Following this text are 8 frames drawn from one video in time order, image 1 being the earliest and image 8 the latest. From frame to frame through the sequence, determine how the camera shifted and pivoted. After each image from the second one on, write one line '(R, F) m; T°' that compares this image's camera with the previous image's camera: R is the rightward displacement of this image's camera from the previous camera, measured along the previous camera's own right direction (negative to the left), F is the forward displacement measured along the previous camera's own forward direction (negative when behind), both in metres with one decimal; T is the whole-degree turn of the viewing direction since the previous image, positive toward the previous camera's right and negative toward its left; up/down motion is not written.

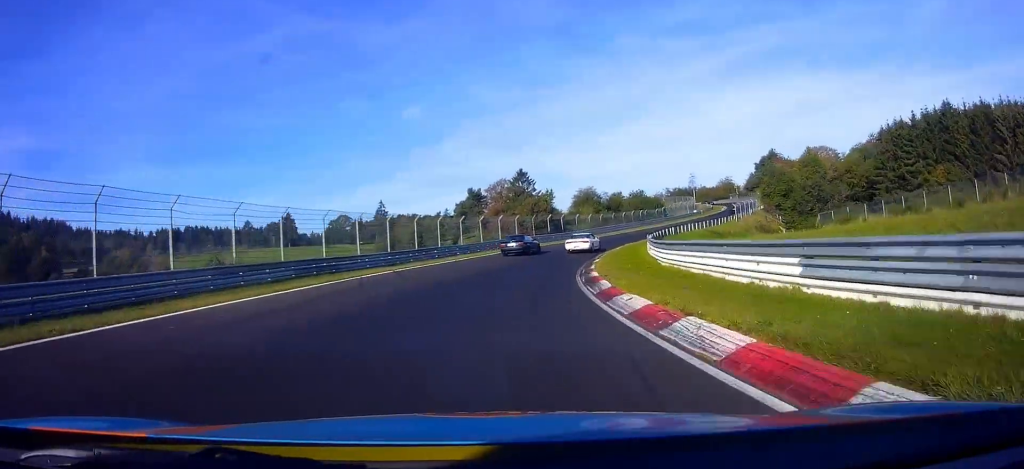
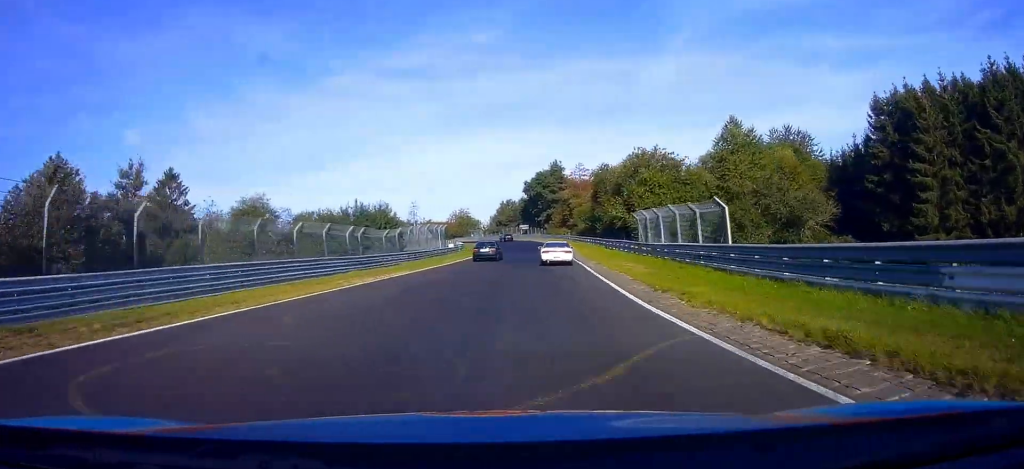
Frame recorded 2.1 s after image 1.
(+7.4, +84.2) m; +15°
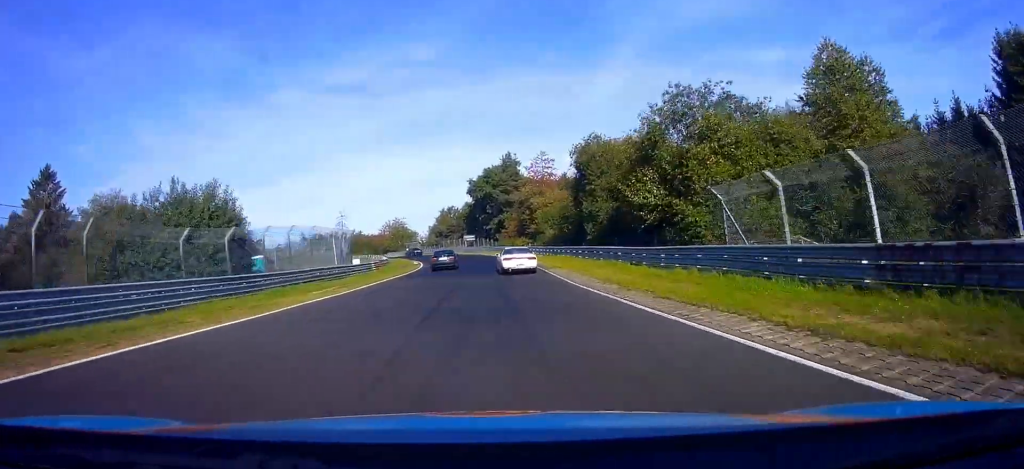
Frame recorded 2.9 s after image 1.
(+1.9, +27.4) m; +9°
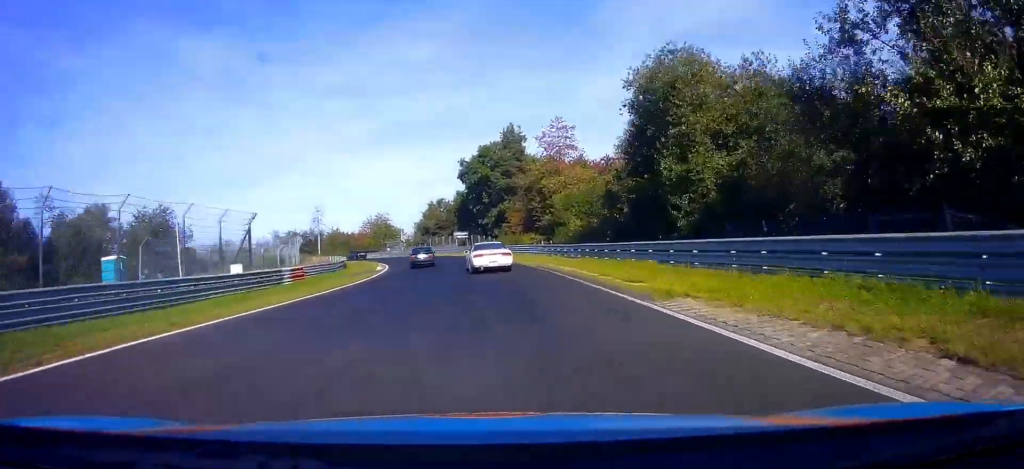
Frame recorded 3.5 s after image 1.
(+1.0, +21.7) m; +7°
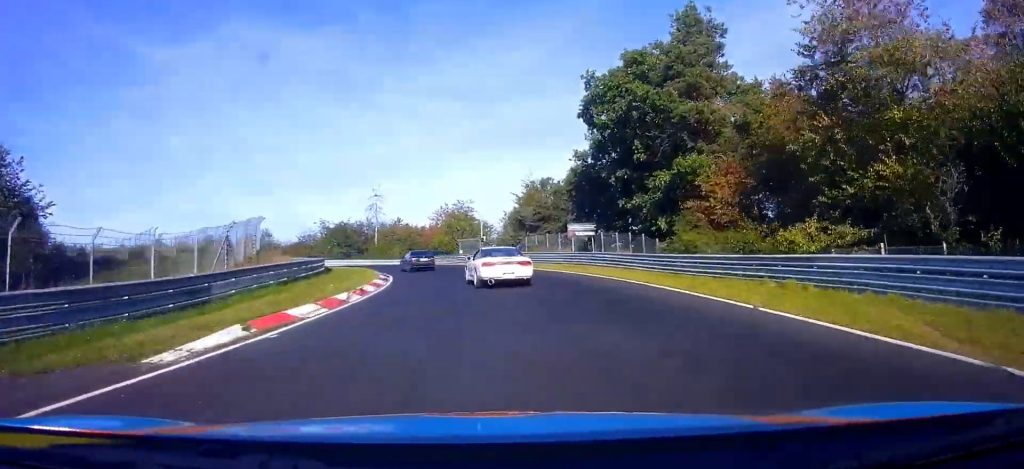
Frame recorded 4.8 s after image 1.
(+5.6, +39.3) m; +15°
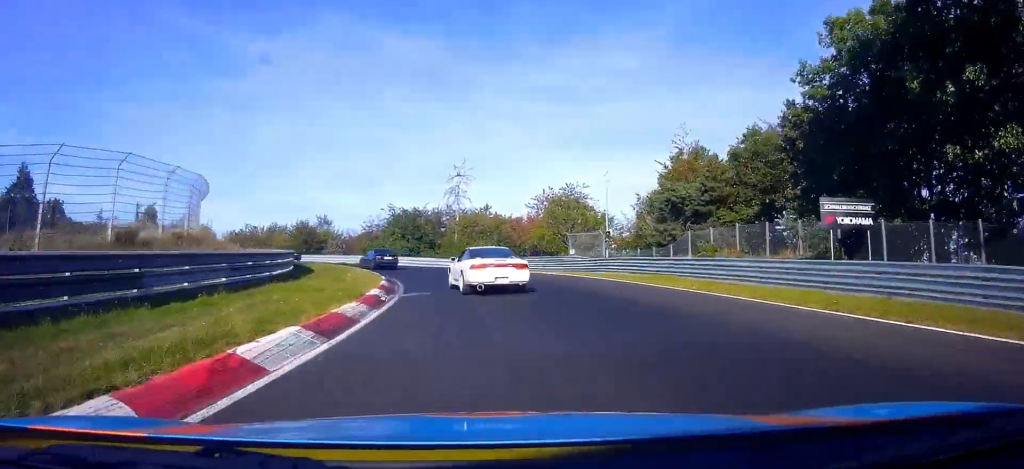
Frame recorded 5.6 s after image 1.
(+2.5, +24.9) m; +5°
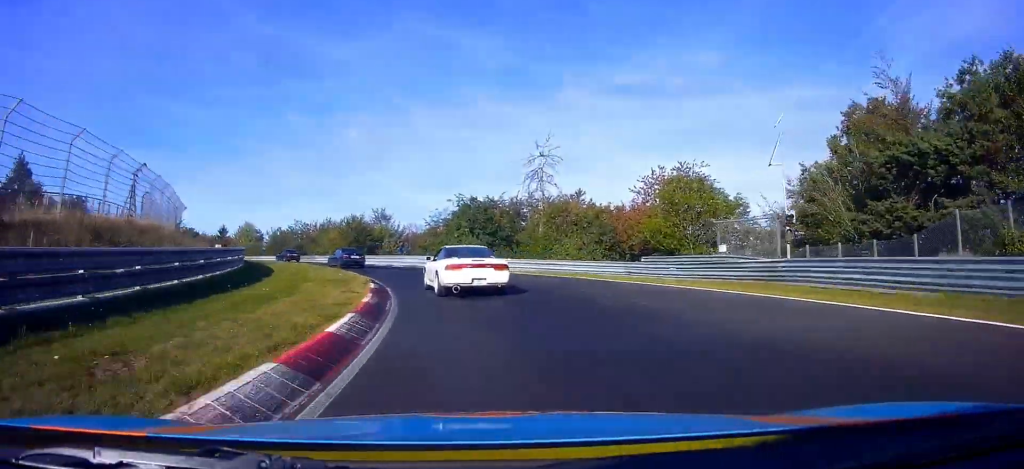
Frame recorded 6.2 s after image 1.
(-0.3, +15.9) m; -2°
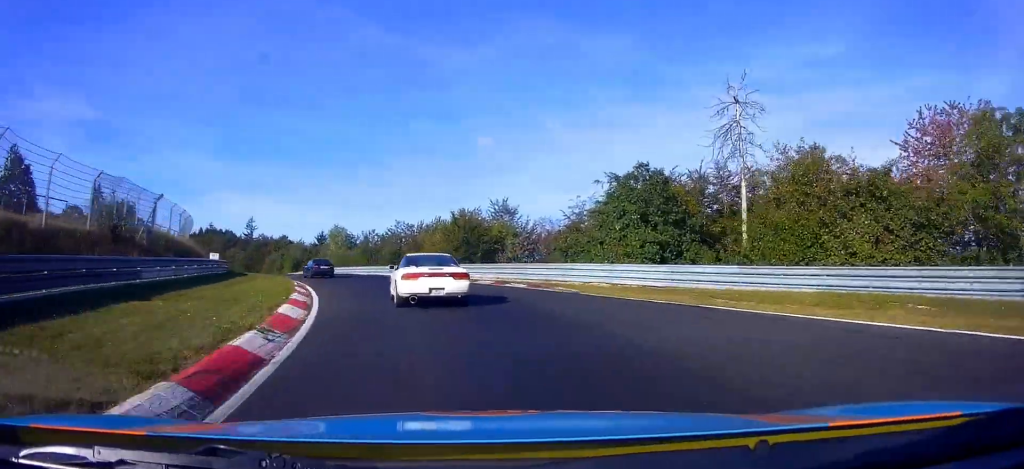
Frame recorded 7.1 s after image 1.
(-0.5, +21.9) m; -4°
